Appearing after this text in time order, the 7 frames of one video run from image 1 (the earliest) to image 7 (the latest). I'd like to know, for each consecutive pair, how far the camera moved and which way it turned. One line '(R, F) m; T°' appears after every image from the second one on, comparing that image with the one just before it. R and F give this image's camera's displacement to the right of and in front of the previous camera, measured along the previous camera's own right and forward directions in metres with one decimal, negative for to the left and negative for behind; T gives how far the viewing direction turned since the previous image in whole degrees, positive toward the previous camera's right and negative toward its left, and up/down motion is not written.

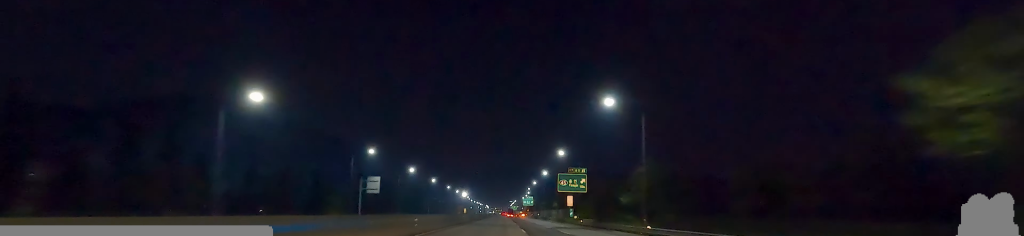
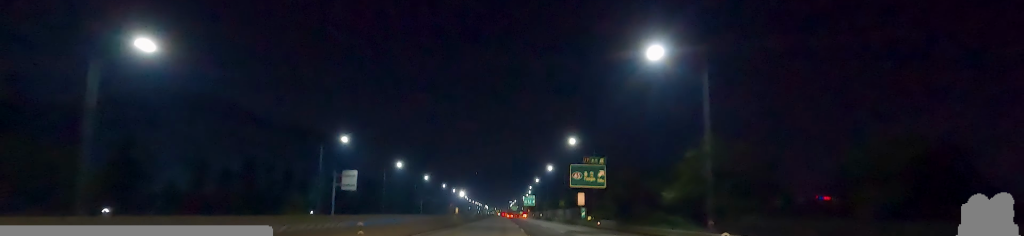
(+0.4, +14.9) m; 0°
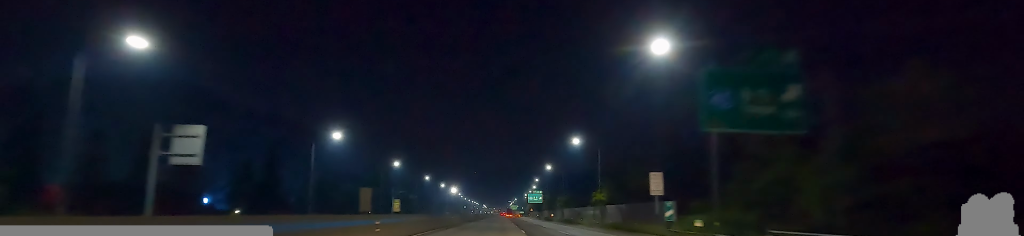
(-1.3, +43.1) m; -1°
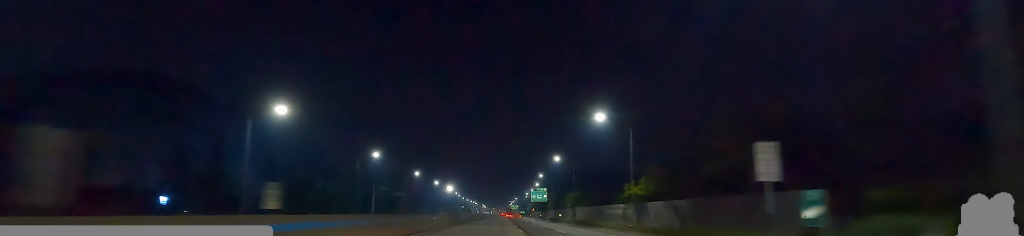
(+0.1, +18.6) m; 0°
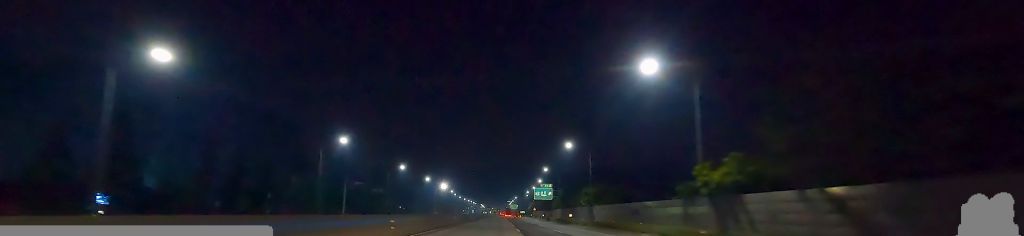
(+0.1, +18.9) m; -1°
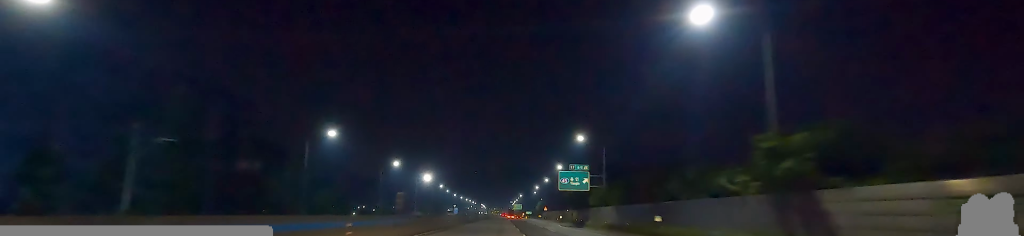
(-0.1, +50.7) m; +1°
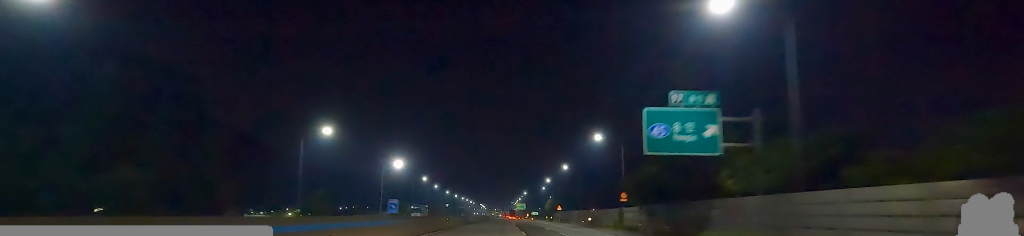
(+0.1, +51.9) m; 0°
